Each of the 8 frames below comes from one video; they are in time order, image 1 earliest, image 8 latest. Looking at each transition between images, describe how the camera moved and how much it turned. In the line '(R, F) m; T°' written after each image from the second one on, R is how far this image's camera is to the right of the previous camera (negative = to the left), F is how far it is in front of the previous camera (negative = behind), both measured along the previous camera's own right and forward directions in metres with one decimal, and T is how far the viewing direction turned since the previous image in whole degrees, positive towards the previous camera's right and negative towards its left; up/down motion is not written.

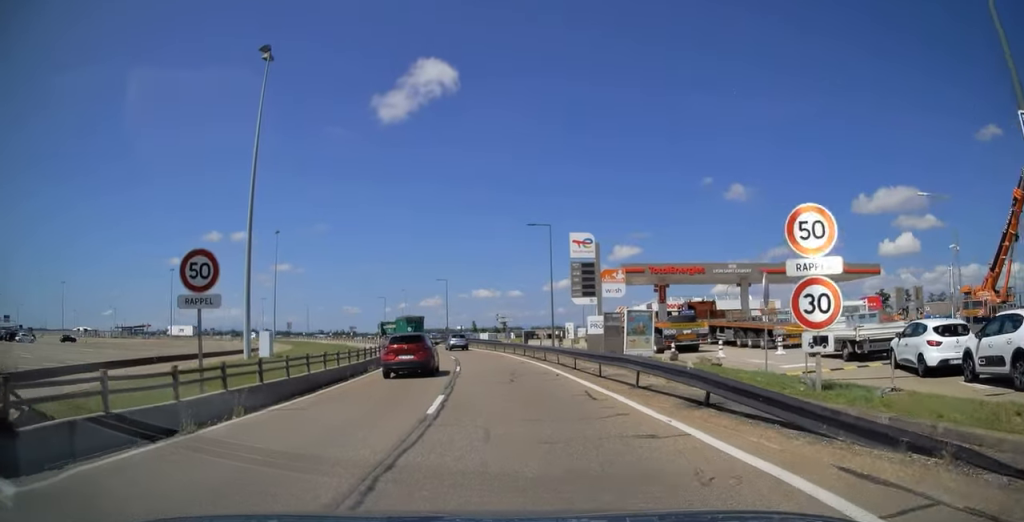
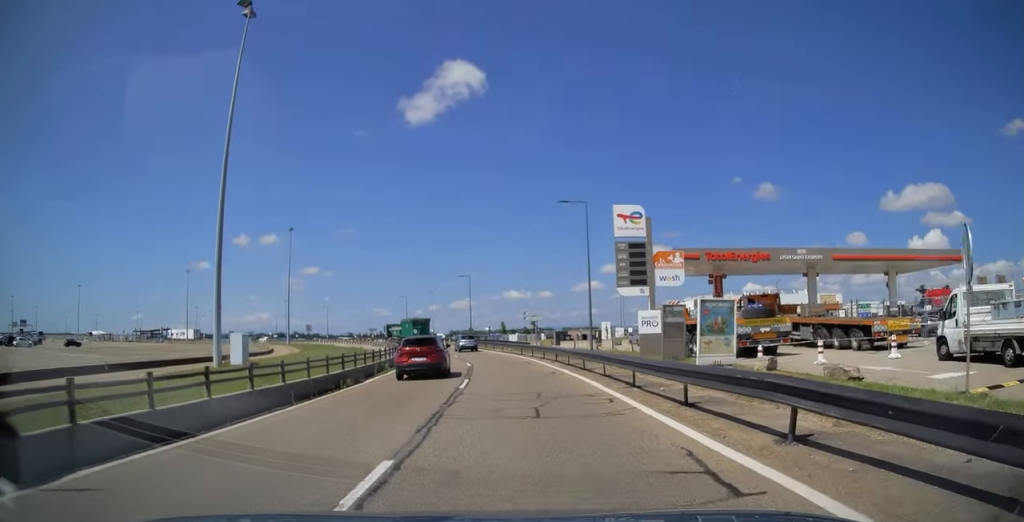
(-0.2, +7.3) m; -3°
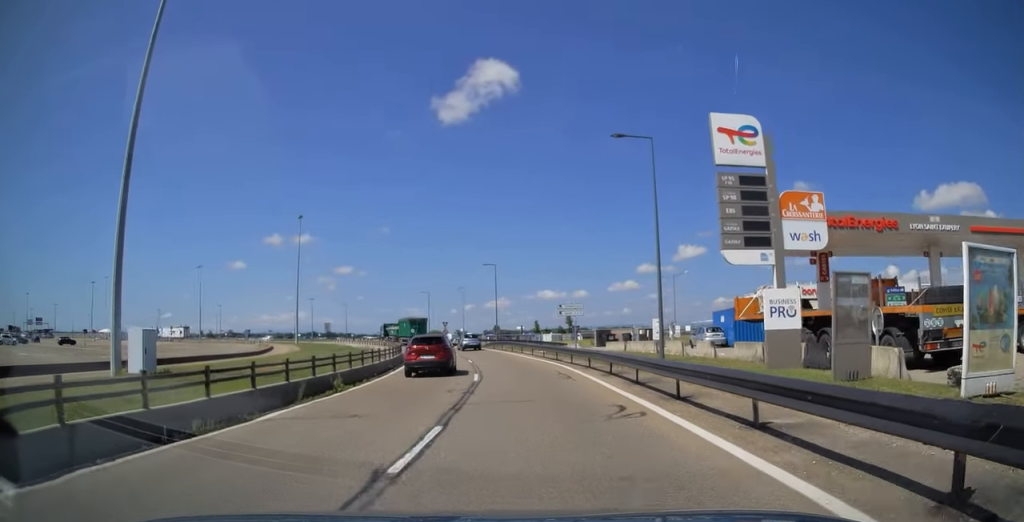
(-0.5, +11.0) m; -4°
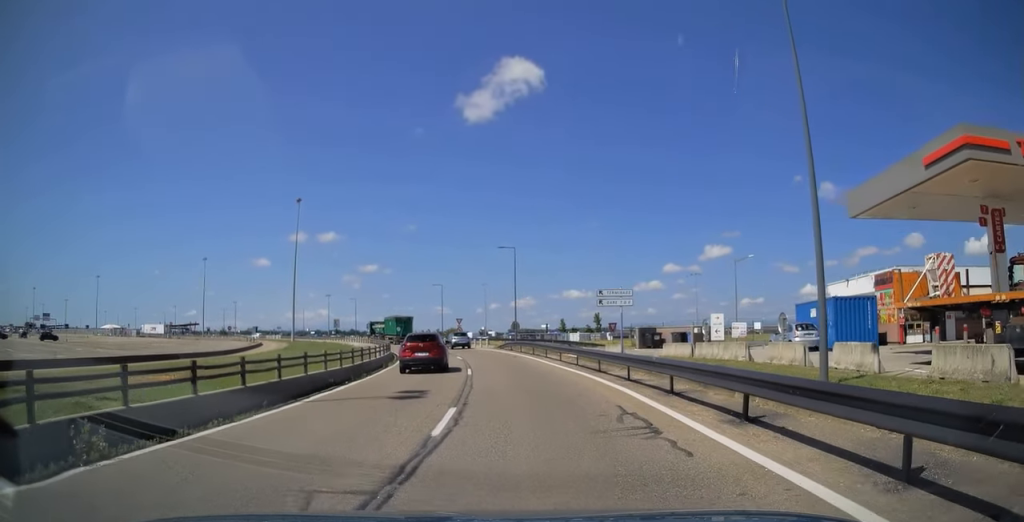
(-0.2, +11.3) m; -2°
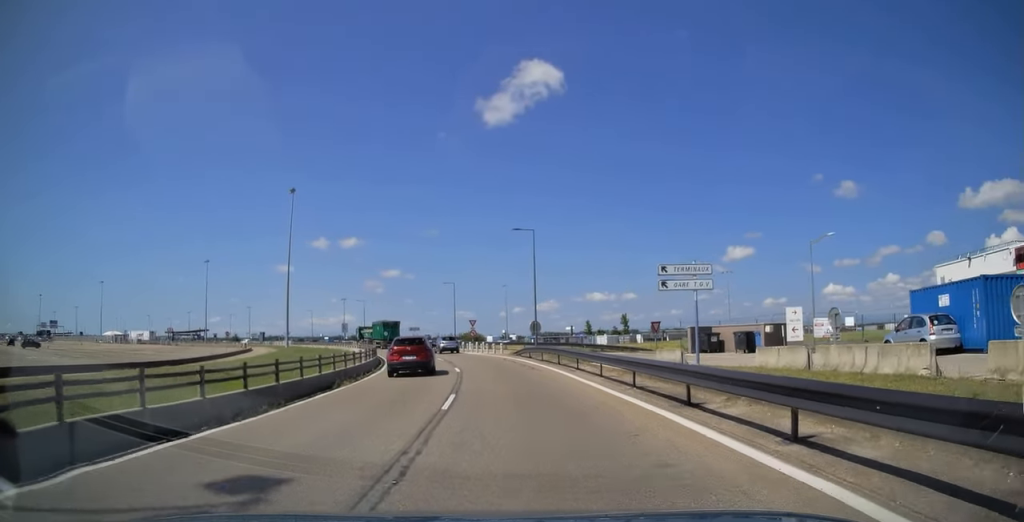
(-0.2, +10.2) m; -3°
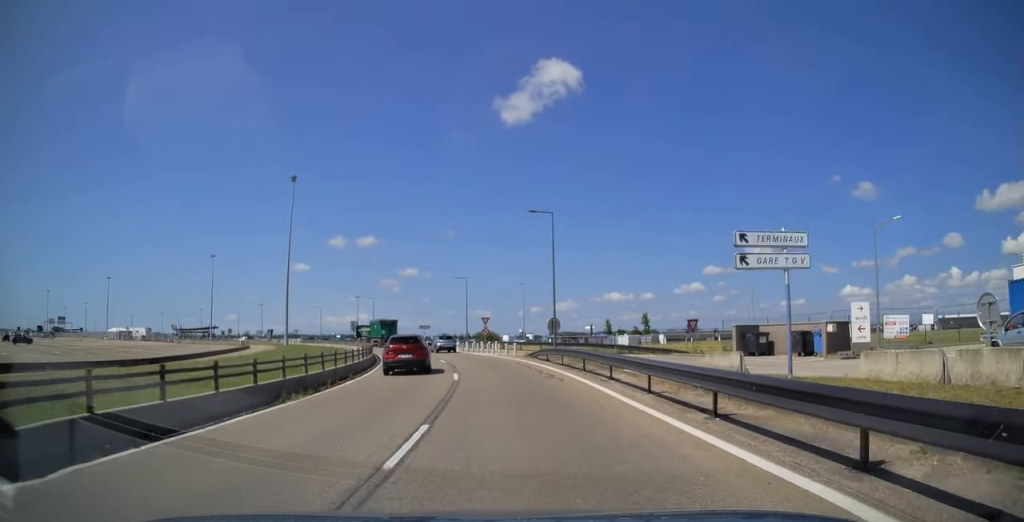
(0.0, +5.9) m; -2°
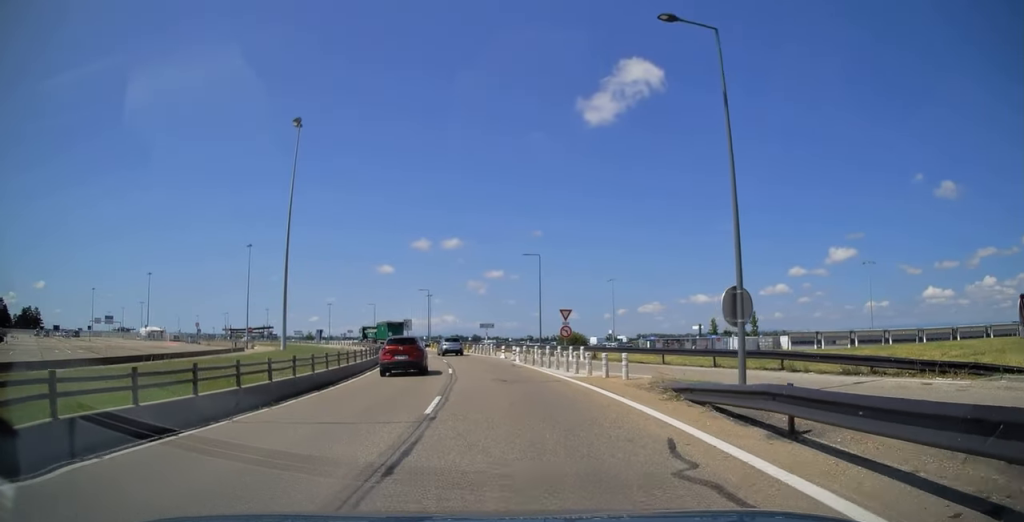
(-1.6, +22.9) m; -7°
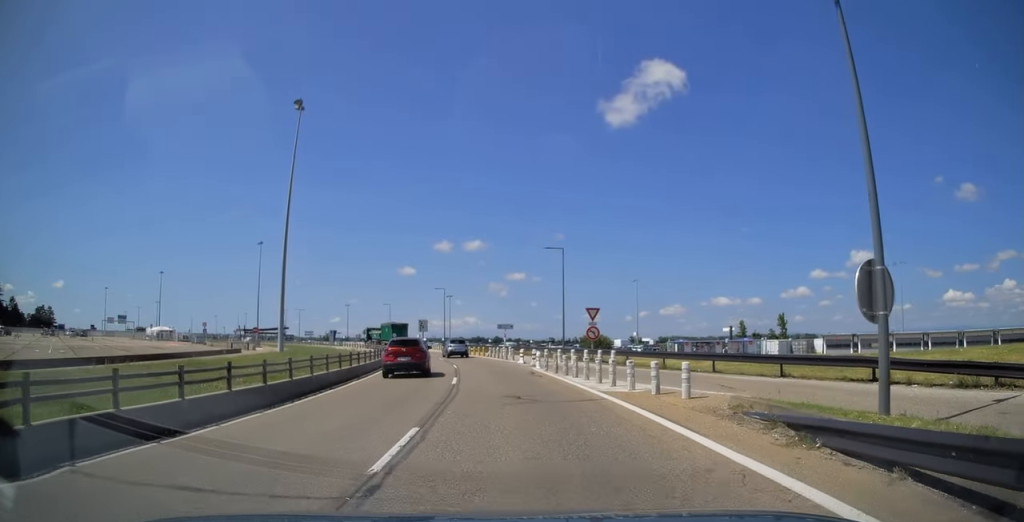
(+0.1, +4.5) m; -1°
